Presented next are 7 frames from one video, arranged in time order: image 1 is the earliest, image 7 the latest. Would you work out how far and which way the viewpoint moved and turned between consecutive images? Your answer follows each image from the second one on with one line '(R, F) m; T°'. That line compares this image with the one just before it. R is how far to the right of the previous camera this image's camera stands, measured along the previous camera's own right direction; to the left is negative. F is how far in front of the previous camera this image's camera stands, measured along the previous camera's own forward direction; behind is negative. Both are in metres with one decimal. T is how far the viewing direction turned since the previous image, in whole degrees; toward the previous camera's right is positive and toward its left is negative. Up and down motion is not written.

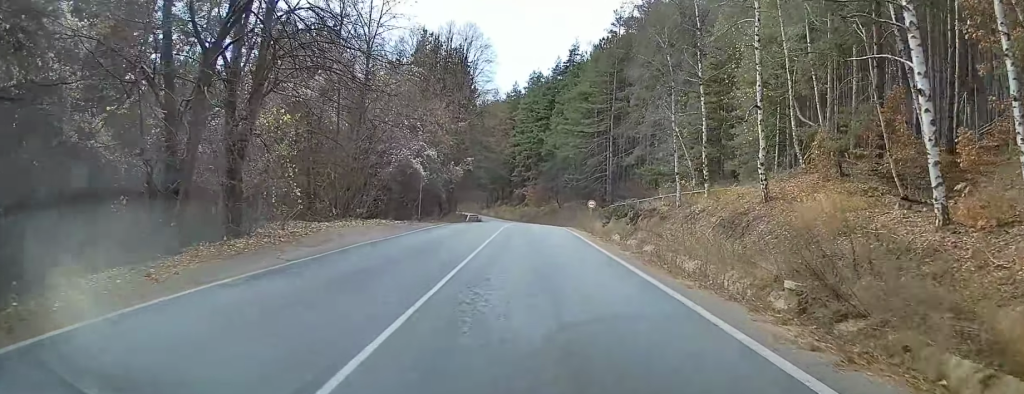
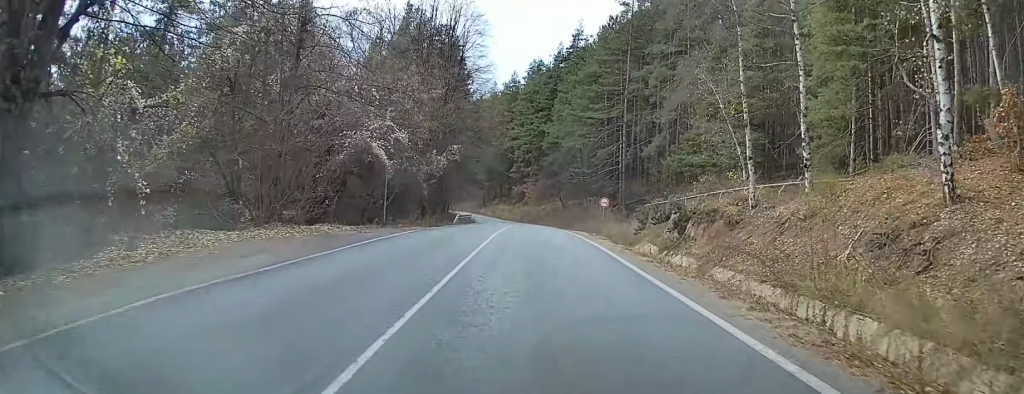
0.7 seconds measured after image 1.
(-0.1, +9.8) m; 0°
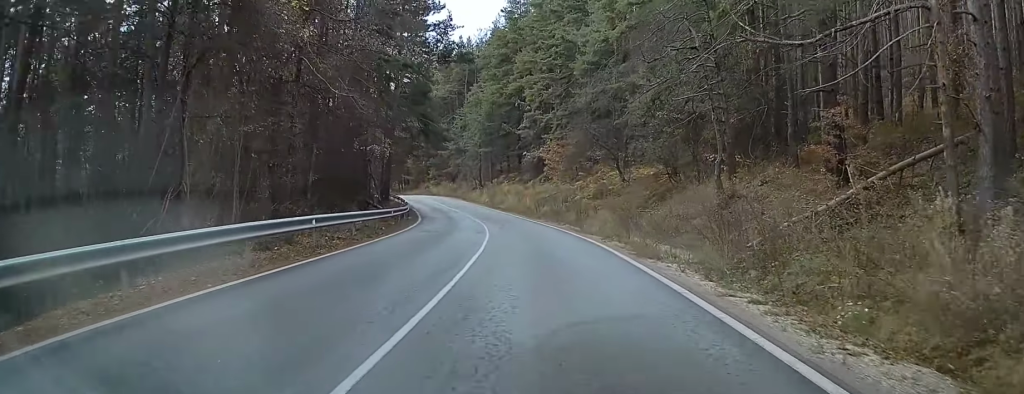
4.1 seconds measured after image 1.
(-0.3, +48.4) m; -2°
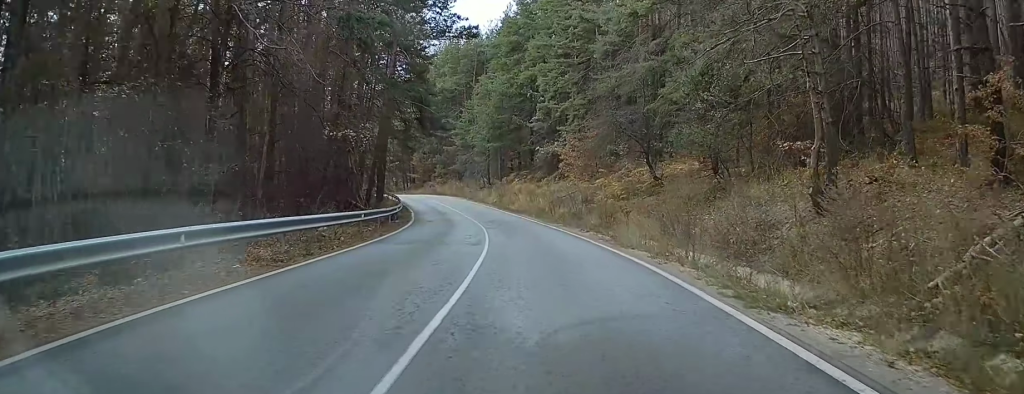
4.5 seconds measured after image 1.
(-0.1, +7.1) m; -1°
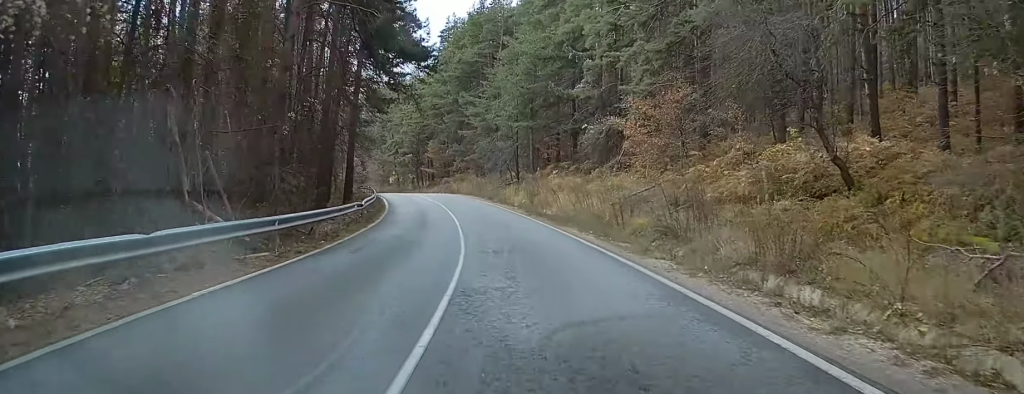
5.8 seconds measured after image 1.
(-0.7, +19.3) m; -4°
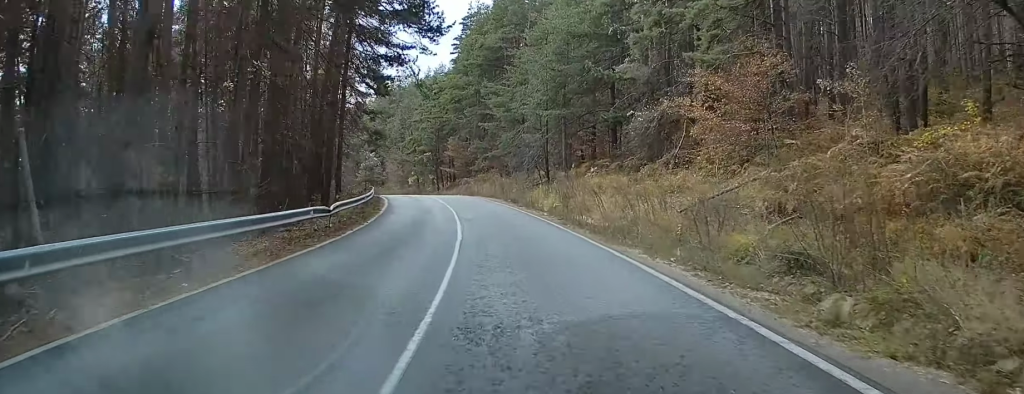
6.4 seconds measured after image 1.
(-0.2, +8.6) m; -2°
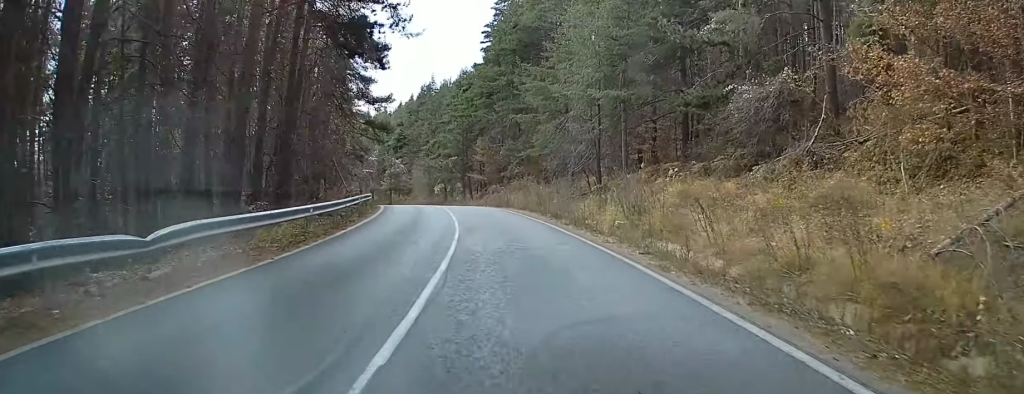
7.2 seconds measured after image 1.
(-0.2, +12.0) m; -3°
